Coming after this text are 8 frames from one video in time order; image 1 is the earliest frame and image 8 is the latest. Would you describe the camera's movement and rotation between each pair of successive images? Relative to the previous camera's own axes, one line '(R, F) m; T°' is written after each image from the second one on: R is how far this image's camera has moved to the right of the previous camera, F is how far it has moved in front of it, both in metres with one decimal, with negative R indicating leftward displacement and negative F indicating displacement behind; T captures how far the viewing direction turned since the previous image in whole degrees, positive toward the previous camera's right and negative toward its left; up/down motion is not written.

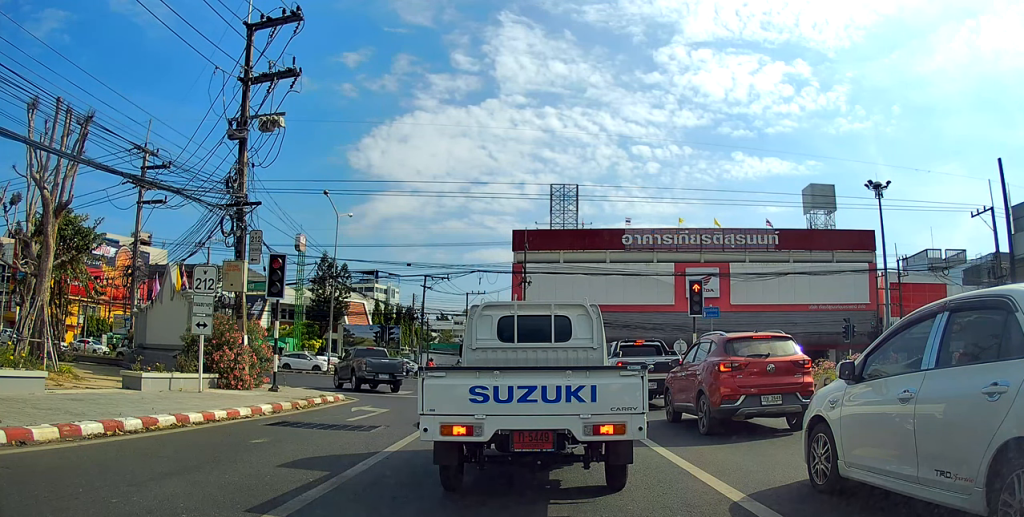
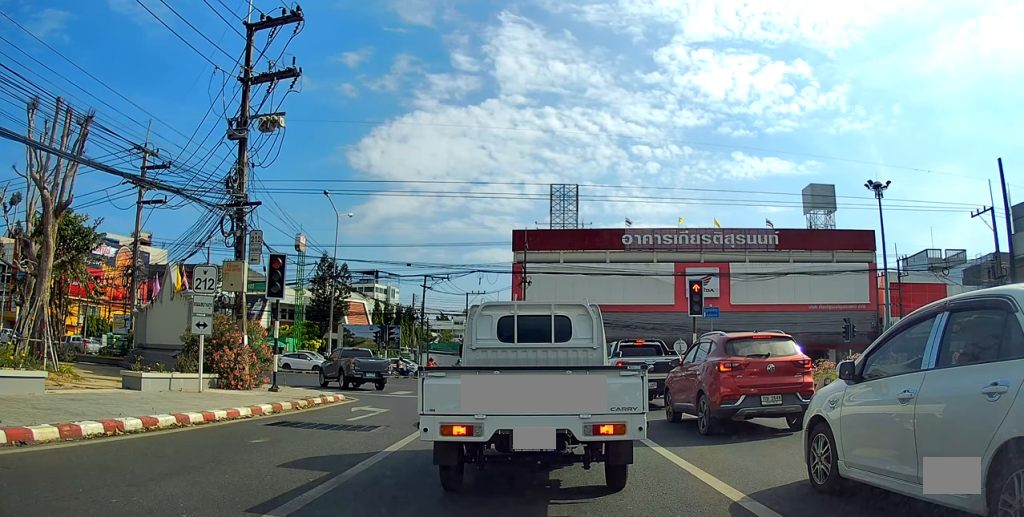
(0.0, 0.0) m; 0°
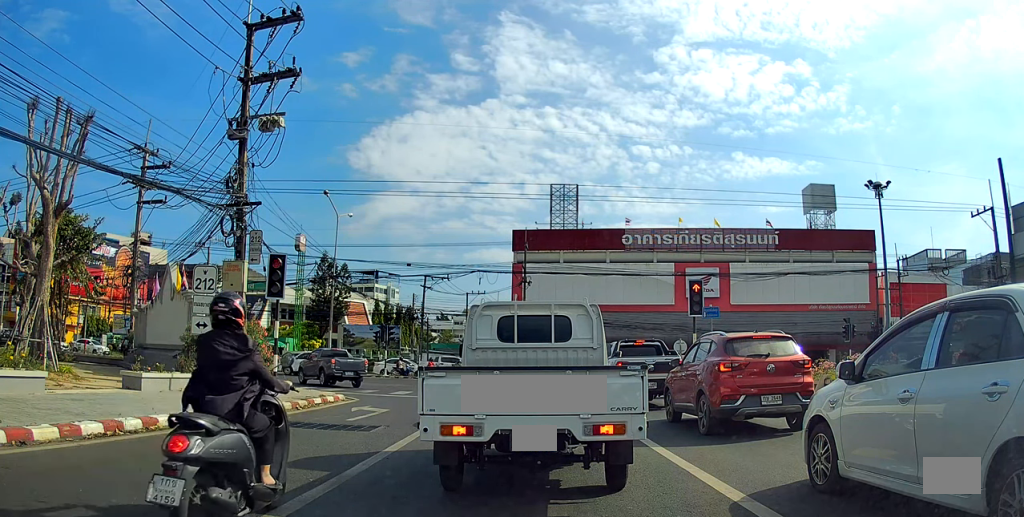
(0.0, 0.0) m; 0°
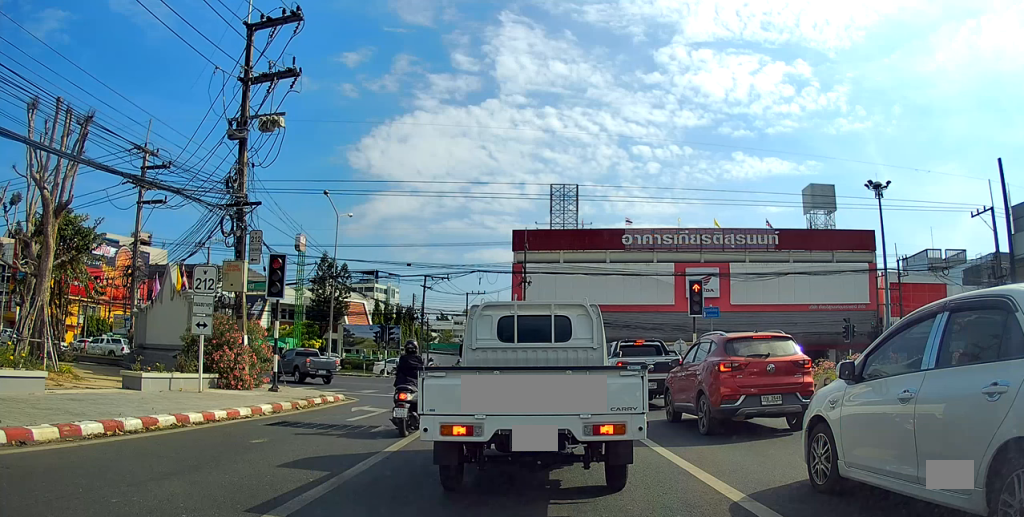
(0.0, 0.0) m; 0°
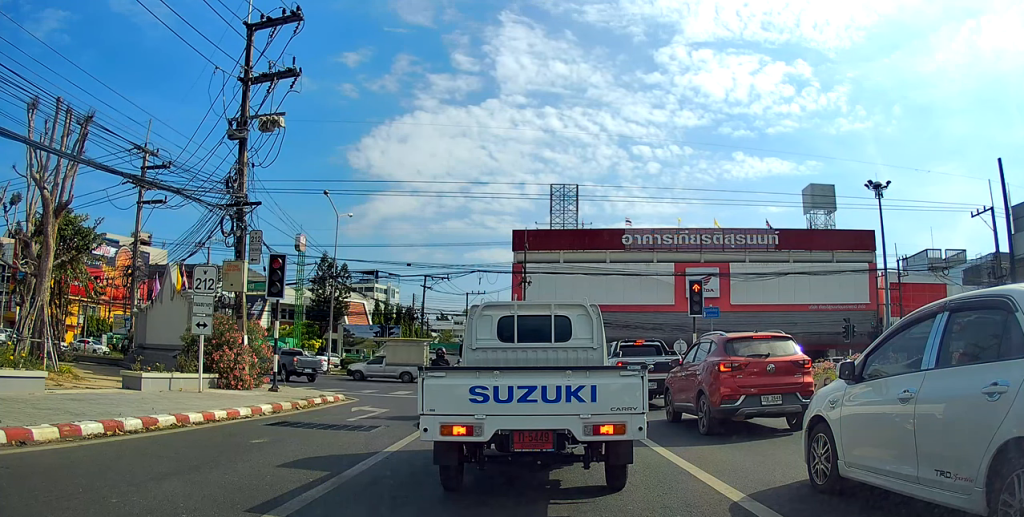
(0.0, 0.0) m; 0°
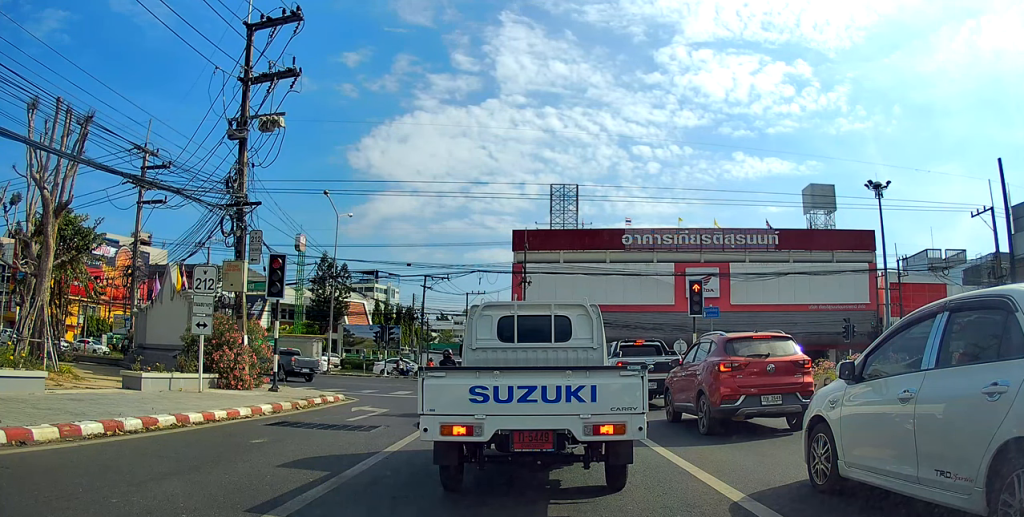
(0.0, 0.0) m; 0°
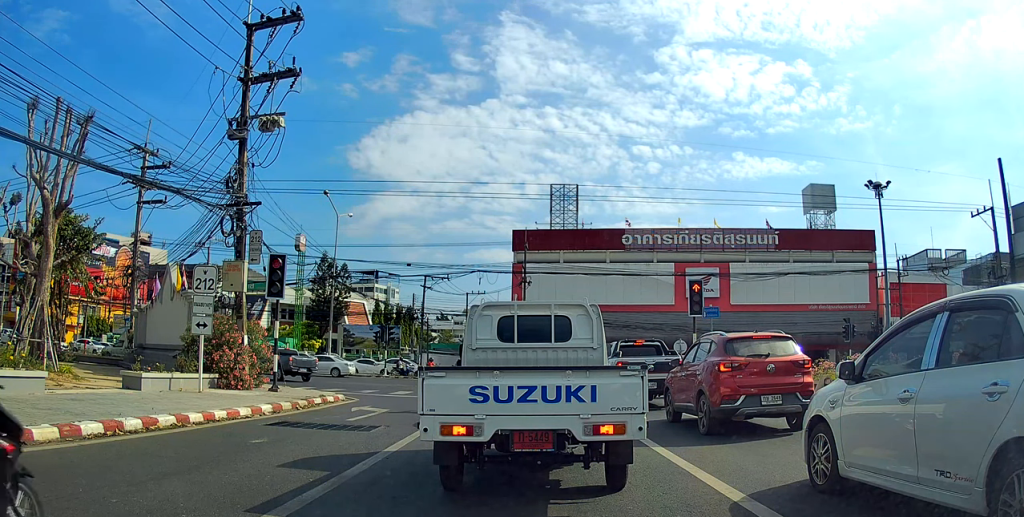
(+0.1, +0.1) m; 0°
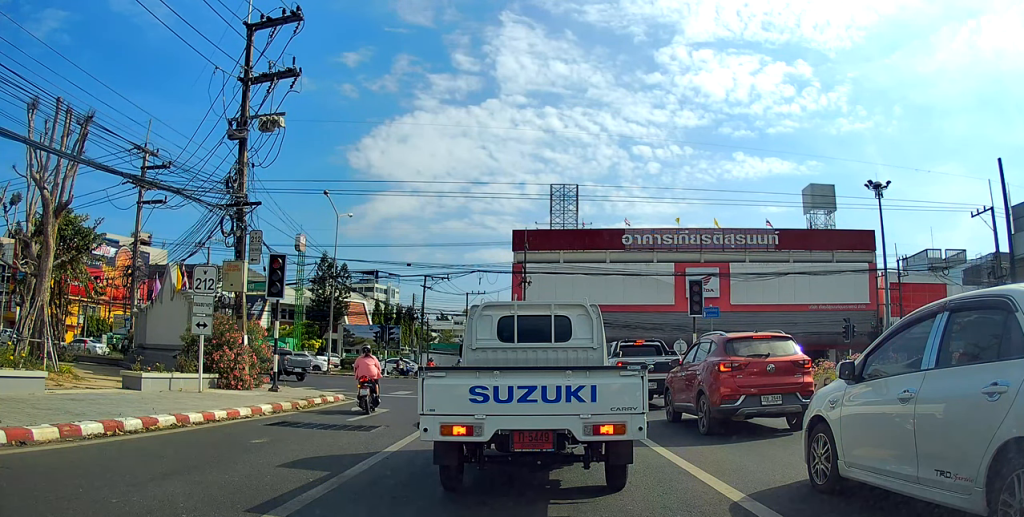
(+0.1, +0.1) m; 0°
